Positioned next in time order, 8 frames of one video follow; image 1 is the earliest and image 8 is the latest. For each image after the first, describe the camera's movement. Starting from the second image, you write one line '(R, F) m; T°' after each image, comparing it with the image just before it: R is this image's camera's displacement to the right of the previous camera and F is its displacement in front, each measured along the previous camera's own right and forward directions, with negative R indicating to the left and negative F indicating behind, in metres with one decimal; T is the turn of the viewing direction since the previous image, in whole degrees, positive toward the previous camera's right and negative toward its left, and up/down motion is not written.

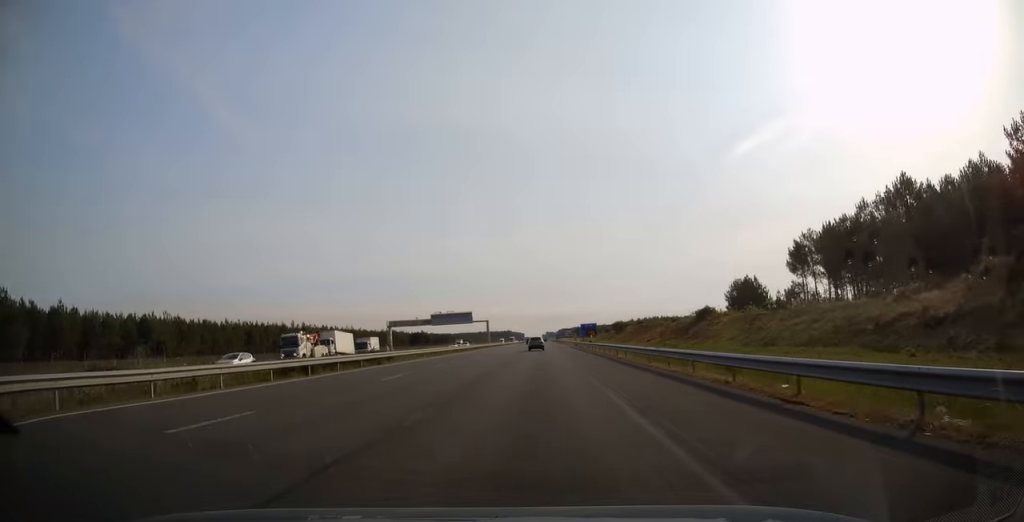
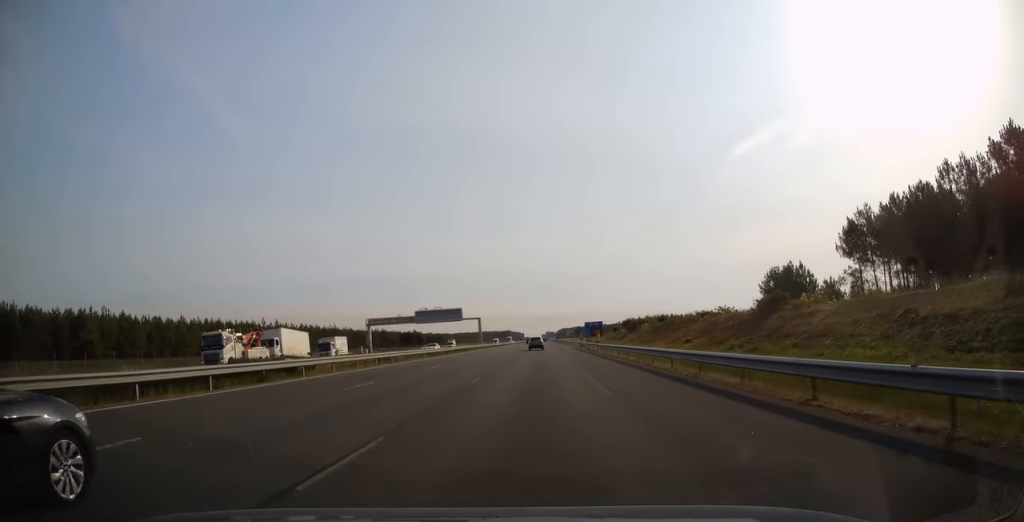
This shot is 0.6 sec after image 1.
(-0.1, +16.8) m; 0°
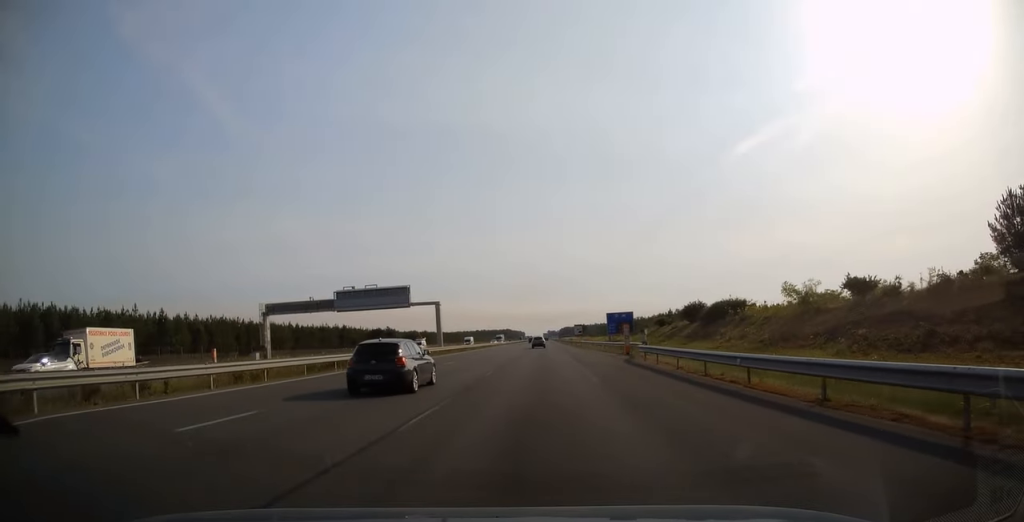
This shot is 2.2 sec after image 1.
(+0.1, +48.3) m; 0°
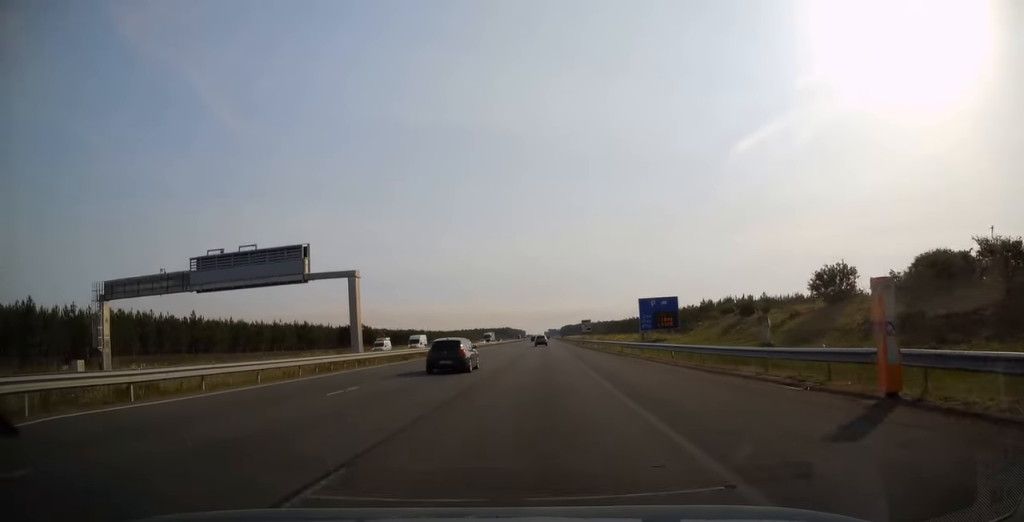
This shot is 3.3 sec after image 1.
(0.0, +32.5) m; 0°
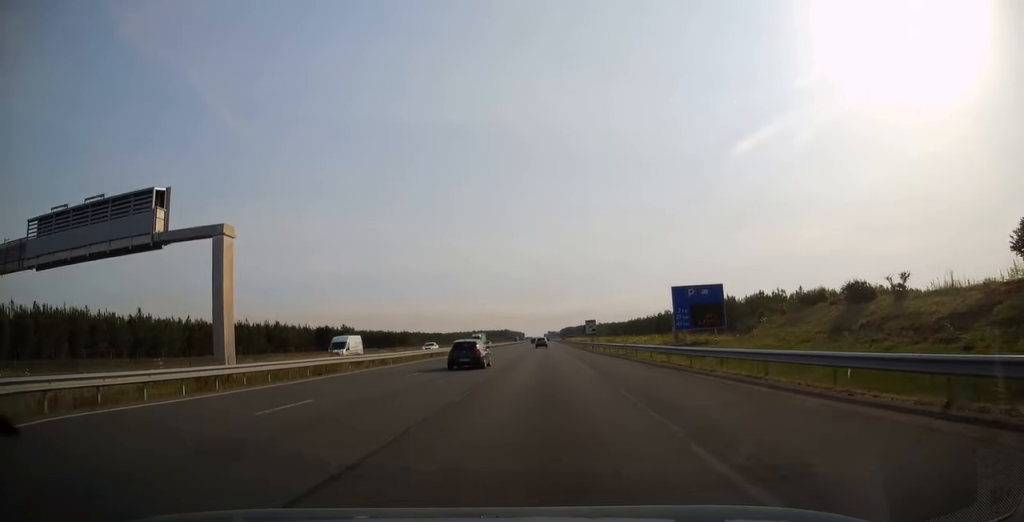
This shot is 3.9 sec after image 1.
(0.0, +17.2) m; 0°
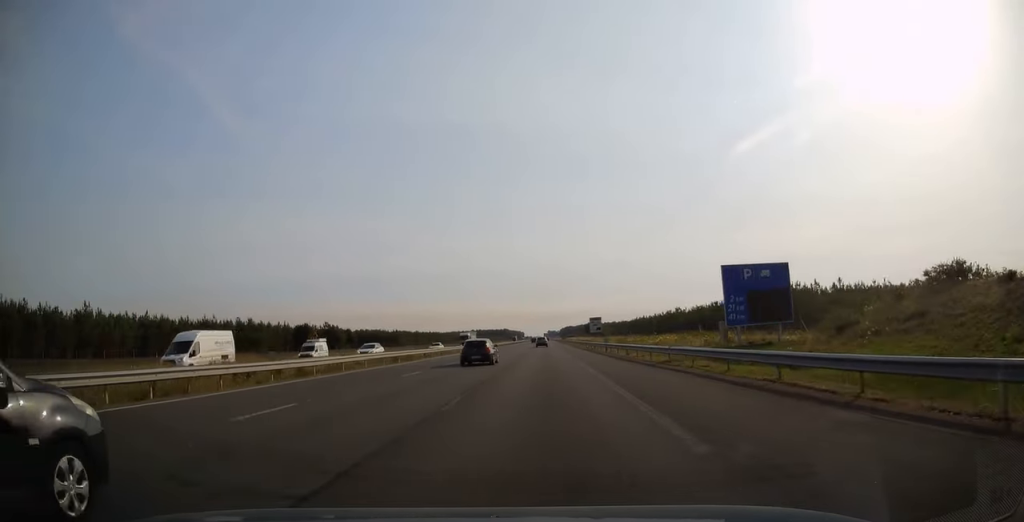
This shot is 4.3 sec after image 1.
(0.0, +13.7) m; 0°
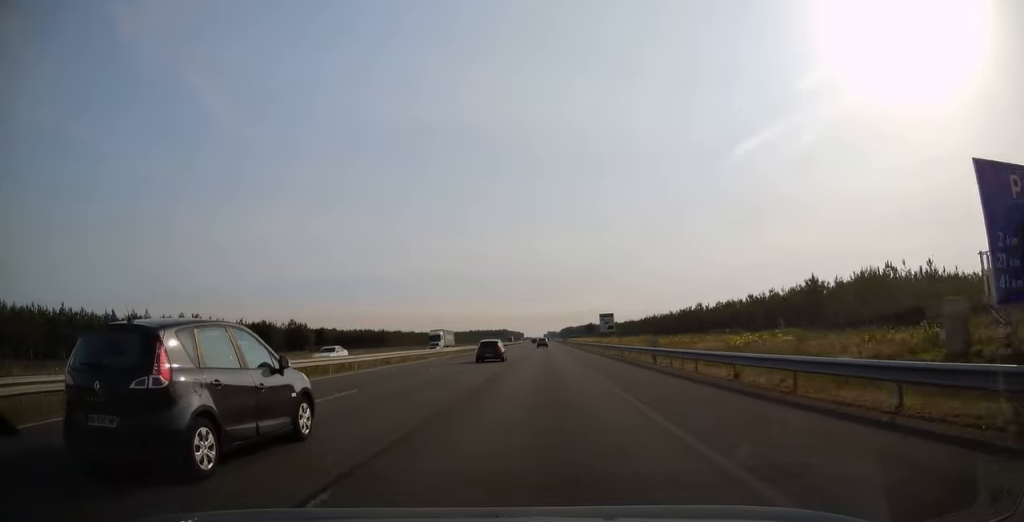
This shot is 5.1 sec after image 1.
(0.0, +22.2) m; 0°
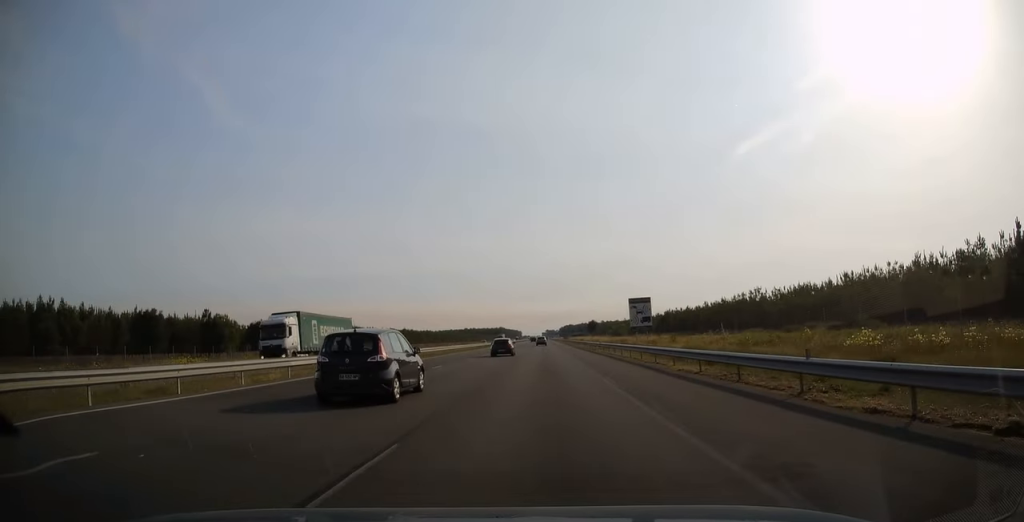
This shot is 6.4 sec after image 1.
(-0.3, +36.9) m; 0°
